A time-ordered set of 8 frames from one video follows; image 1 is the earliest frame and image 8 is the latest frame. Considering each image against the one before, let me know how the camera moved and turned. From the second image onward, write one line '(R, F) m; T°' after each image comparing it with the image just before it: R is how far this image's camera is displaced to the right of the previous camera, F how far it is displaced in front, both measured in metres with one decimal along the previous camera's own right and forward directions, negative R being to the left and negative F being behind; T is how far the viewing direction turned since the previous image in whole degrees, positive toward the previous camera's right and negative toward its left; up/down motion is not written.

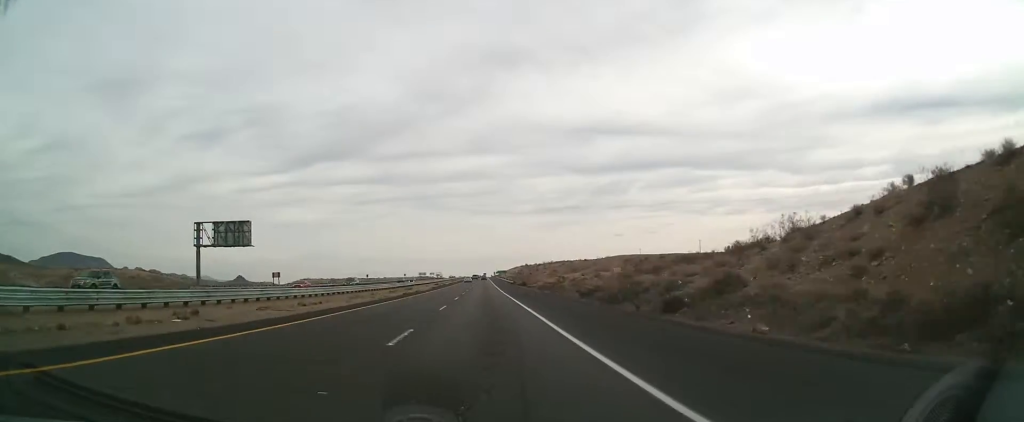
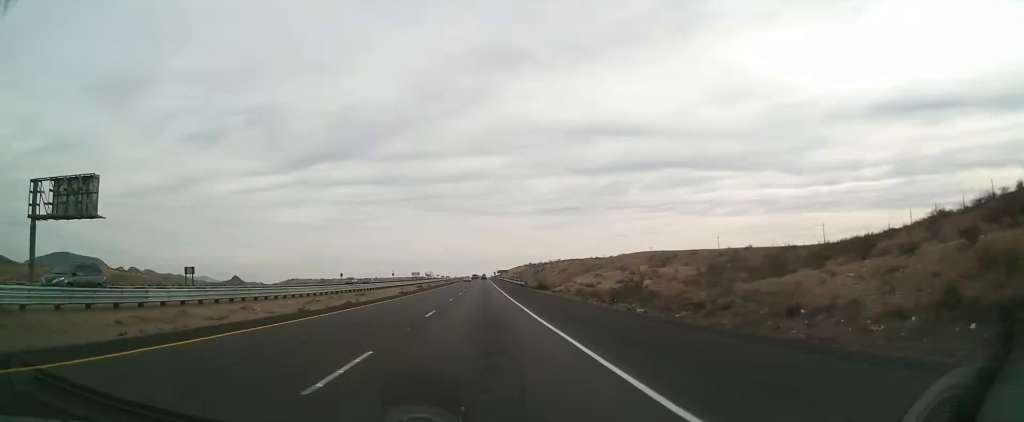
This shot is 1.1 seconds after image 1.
(-0.1, +34.2) m; 0°
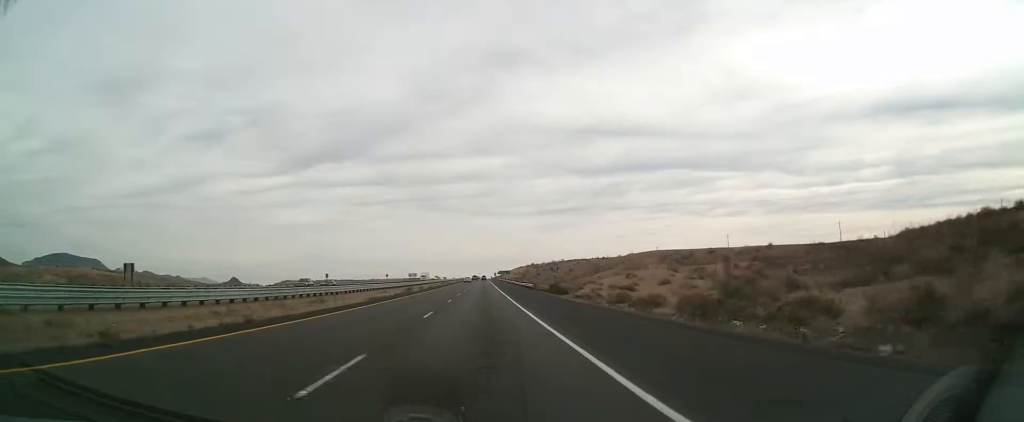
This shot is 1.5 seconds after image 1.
(0.0, +15.0) m; 0°
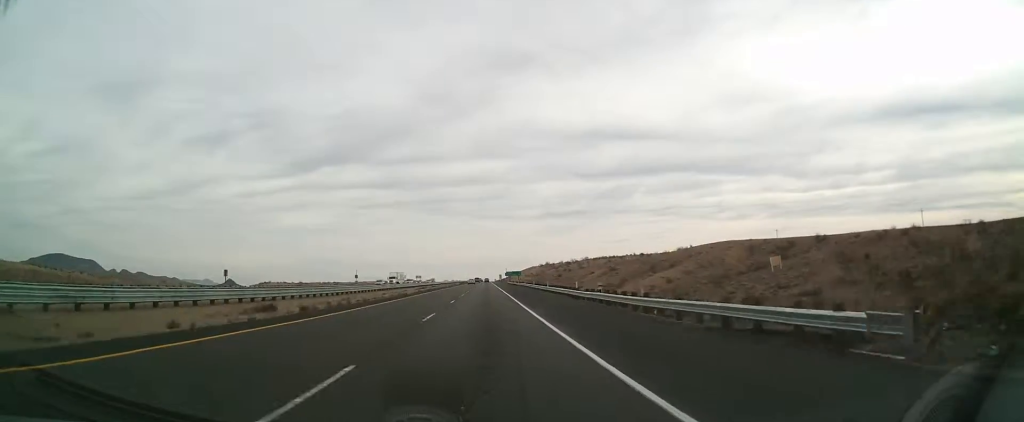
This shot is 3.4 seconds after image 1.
(+0.2, +60.2) m; +1°
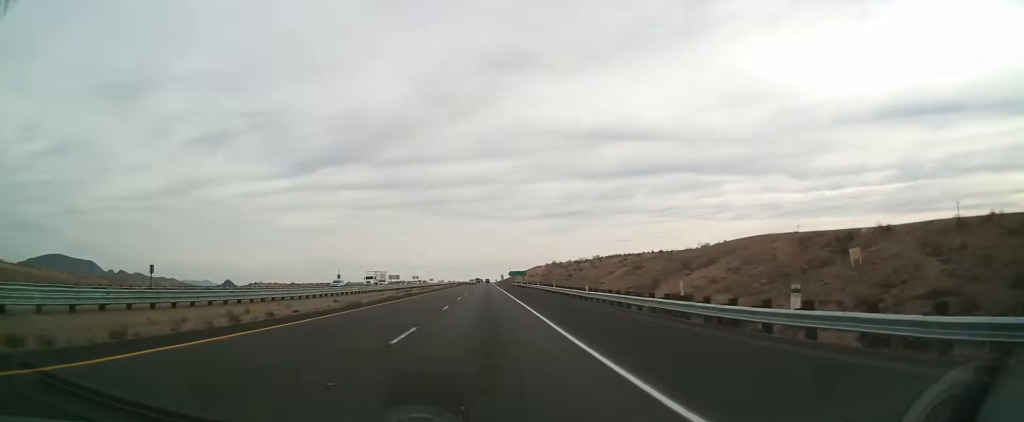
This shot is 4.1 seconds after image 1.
(+0.3, +21.5) m; 0°
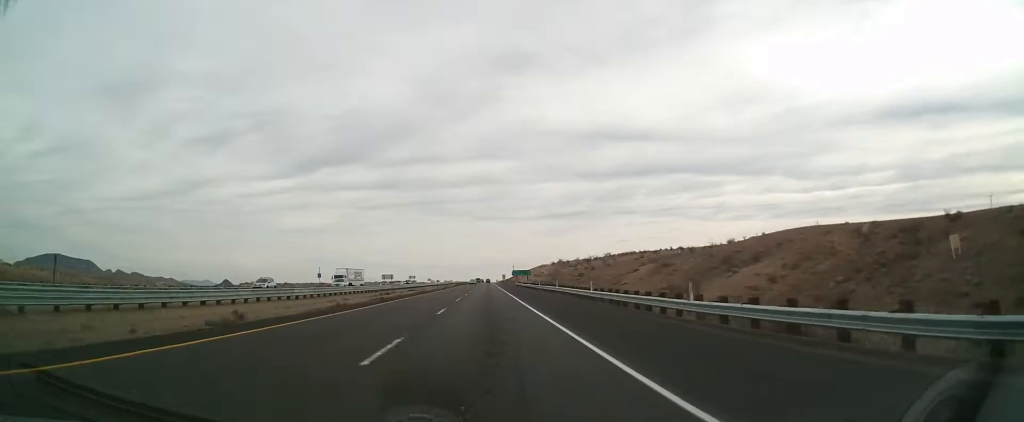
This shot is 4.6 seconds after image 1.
(-0.1, +18.1) m; 0°
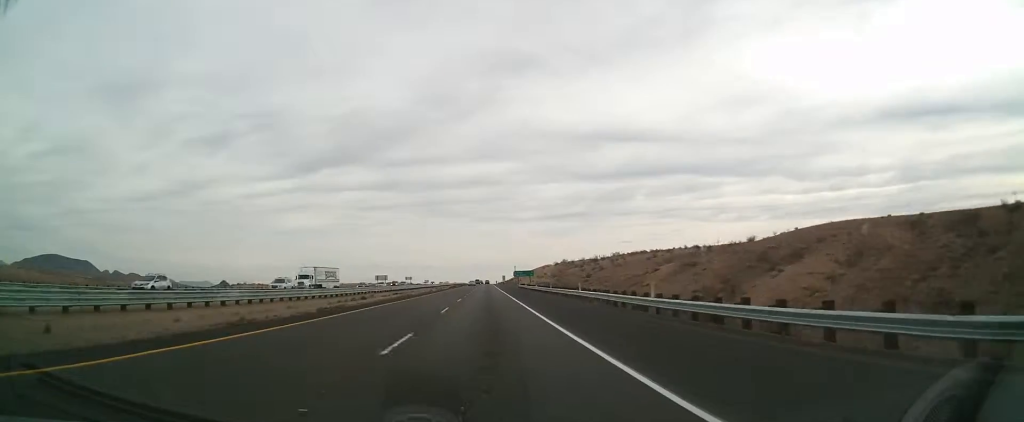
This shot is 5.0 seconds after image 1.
(-0.1, +12.8) m; 0°
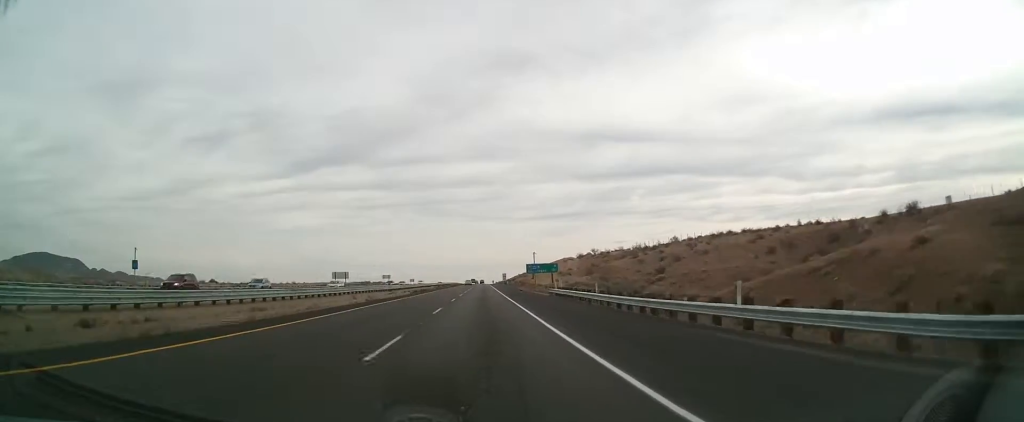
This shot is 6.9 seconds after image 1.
(-0.1, +59.6) m; 0°
